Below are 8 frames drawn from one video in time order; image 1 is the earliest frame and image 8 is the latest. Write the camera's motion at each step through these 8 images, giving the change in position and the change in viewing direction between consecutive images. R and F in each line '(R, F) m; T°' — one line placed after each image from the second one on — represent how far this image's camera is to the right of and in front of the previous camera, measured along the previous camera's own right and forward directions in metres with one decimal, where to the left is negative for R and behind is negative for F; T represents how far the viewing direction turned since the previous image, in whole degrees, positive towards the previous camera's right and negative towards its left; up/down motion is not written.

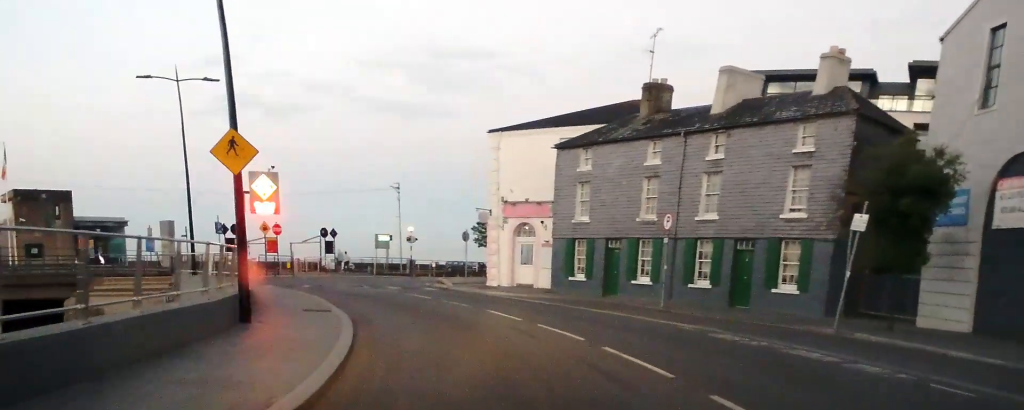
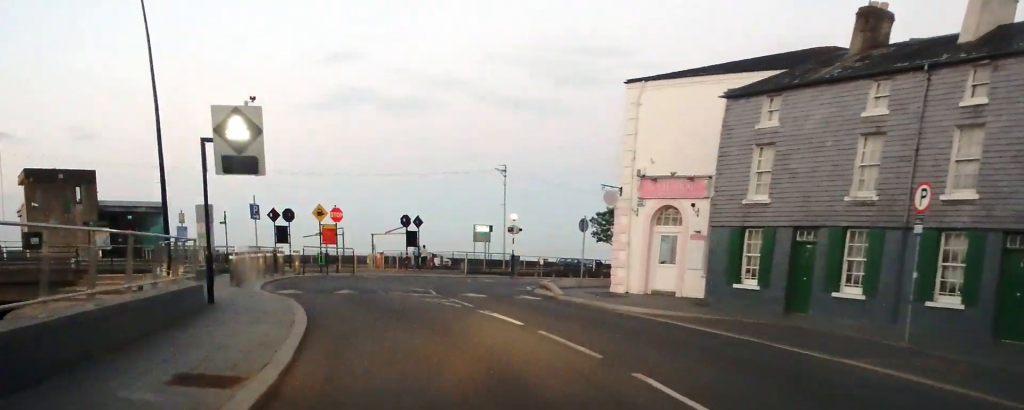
(-0.7, +11.0) m; -7°
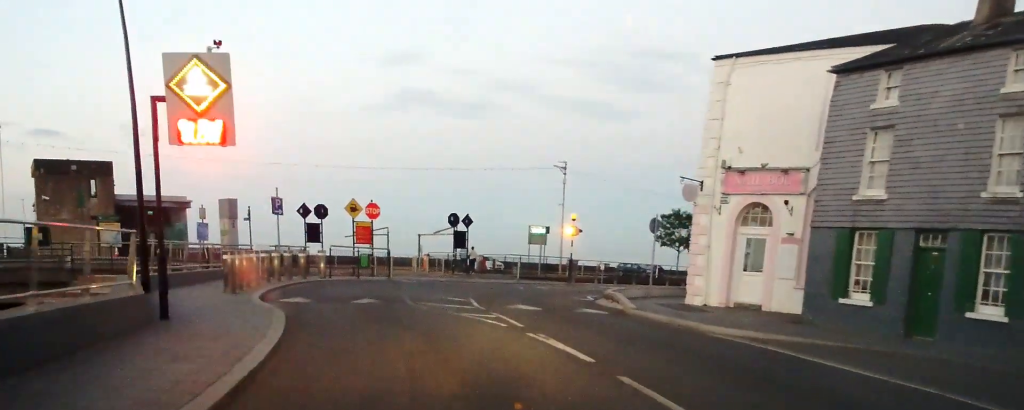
(0.0, +4.3) m; -3°
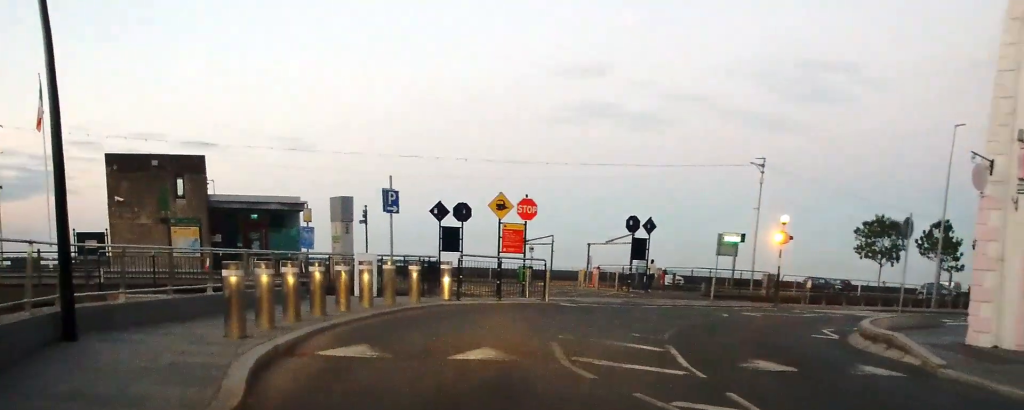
(-0.5, +8.5) m; -12°
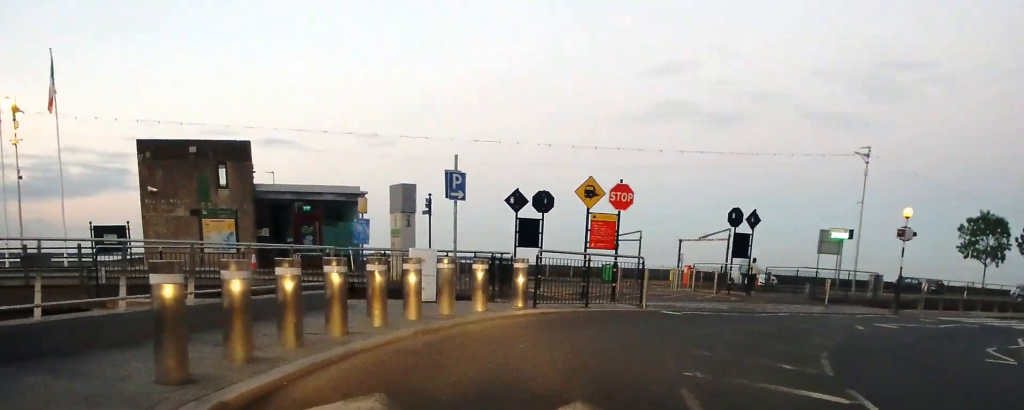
(-0.5, +4.1) m; -6°
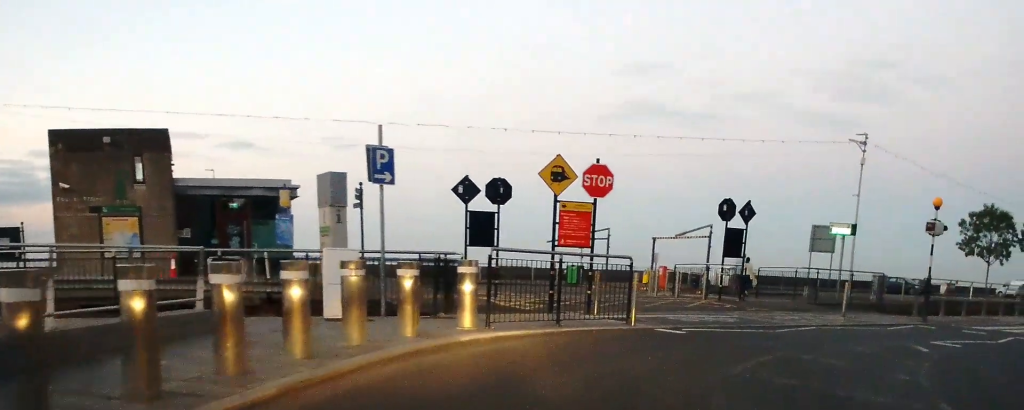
(-0.1, +4.5) m; +7°
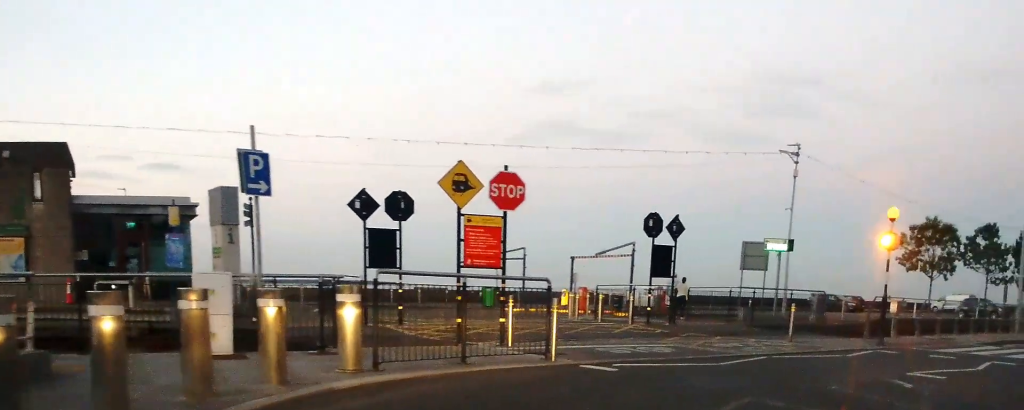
(0.0, +2.2) m; +7°
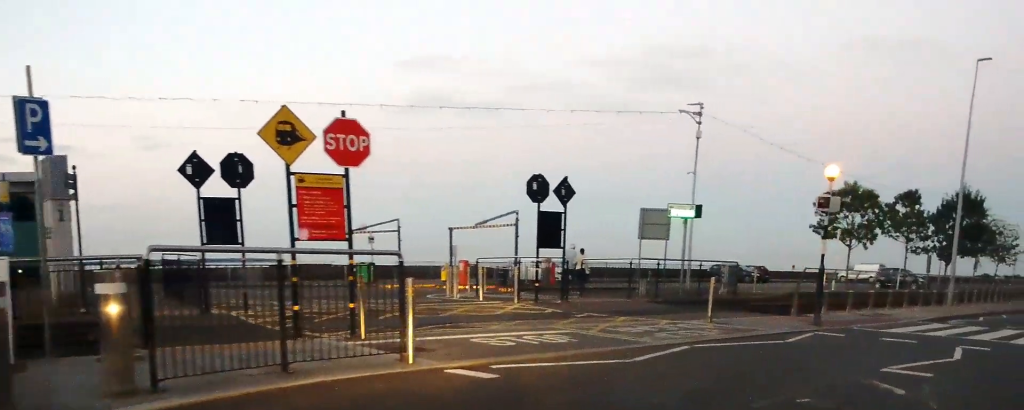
(+0.6, +3.1) m; +10°
